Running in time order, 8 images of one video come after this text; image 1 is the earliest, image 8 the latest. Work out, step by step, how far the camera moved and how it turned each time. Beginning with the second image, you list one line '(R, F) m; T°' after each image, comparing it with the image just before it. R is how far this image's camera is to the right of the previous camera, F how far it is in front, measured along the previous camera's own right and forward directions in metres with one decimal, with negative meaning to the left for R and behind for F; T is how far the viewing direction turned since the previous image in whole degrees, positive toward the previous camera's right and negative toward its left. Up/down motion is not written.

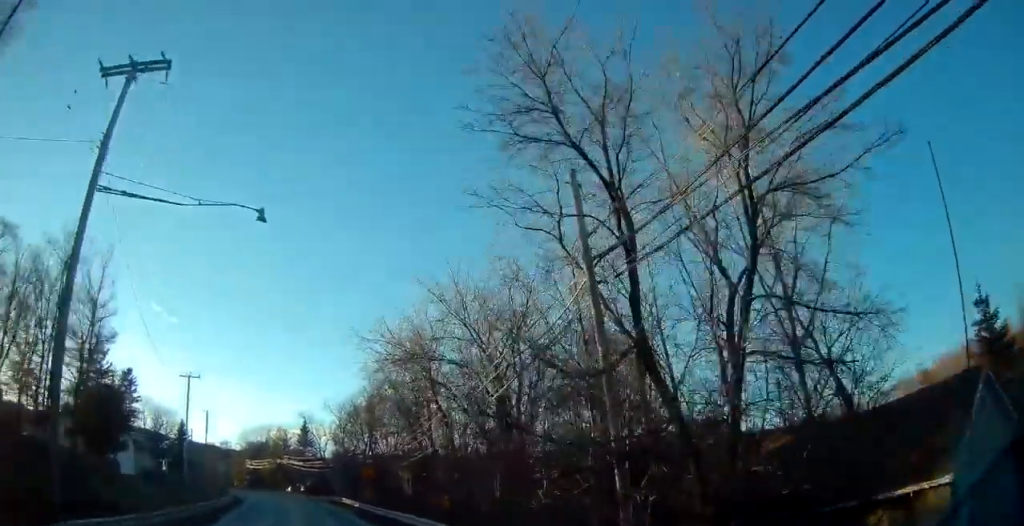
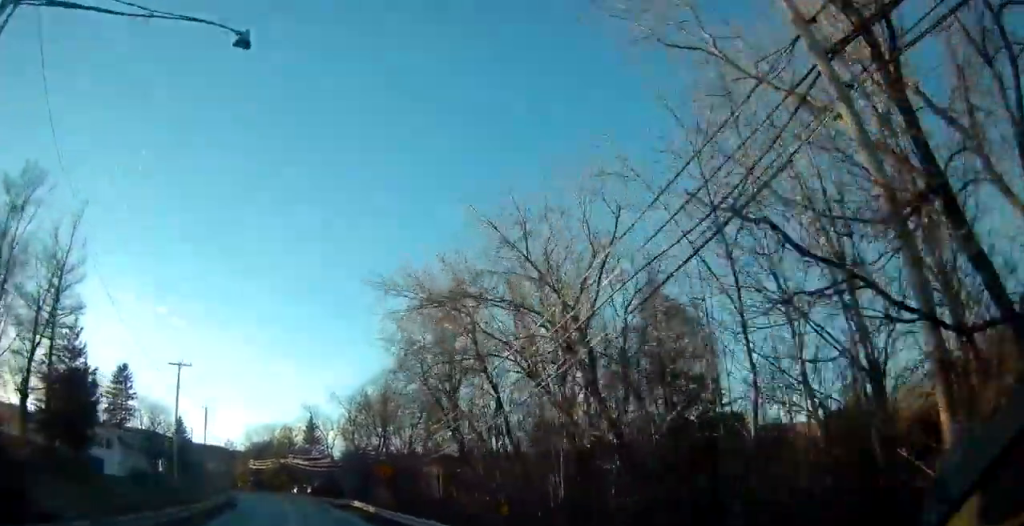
(0.0, +7.2) m; 0°
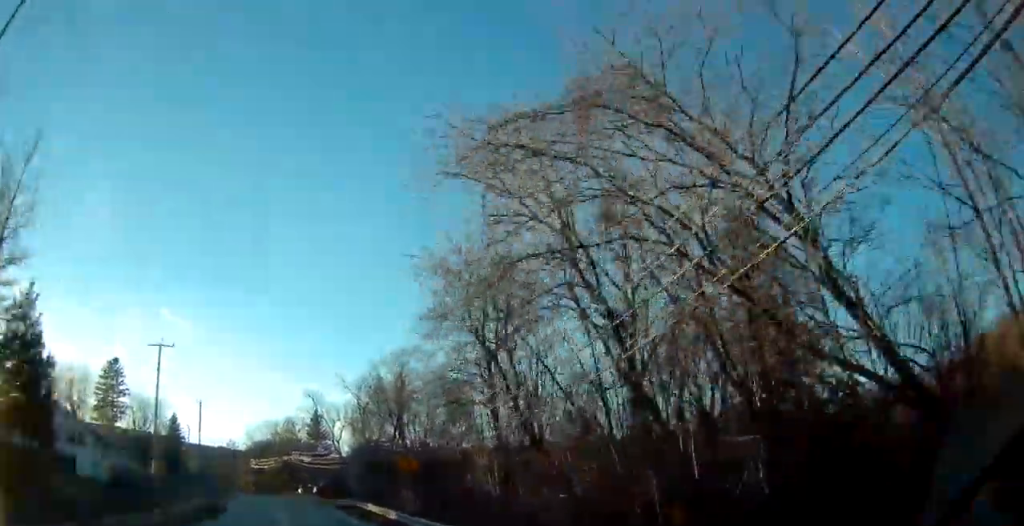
(0.0, +7.8) m; -1°
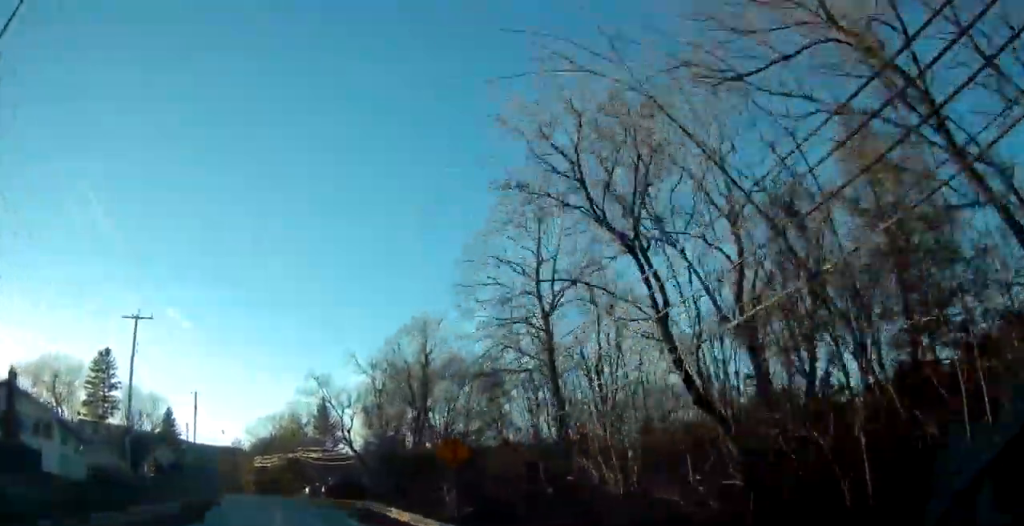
(0.0, +7.8) m; -2°
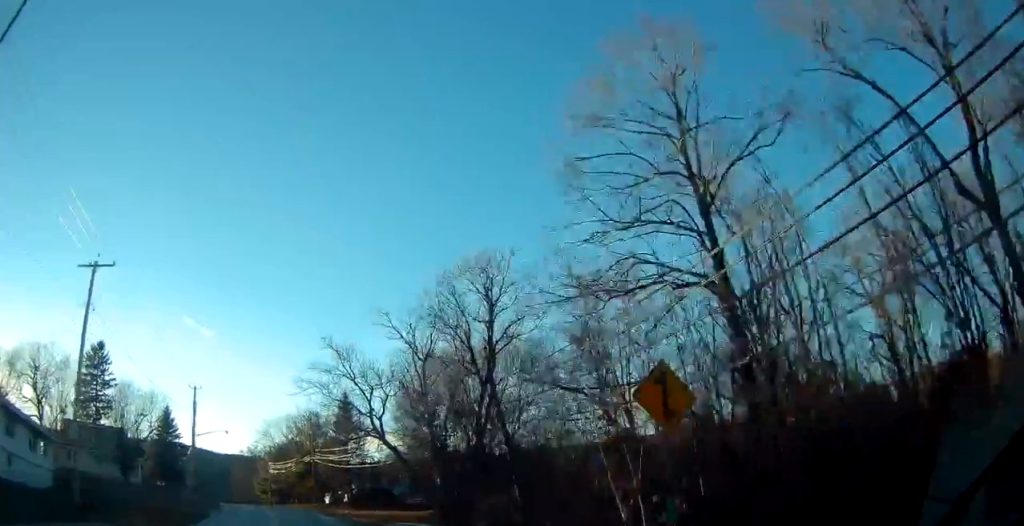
(-0.5, +11.3) m; -3°
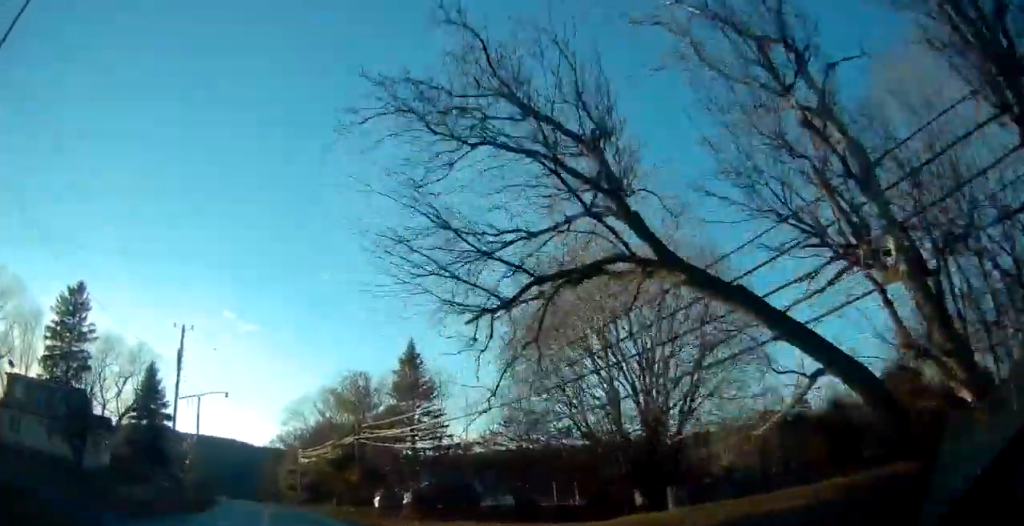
(-0.8, +21.9) m; -2°
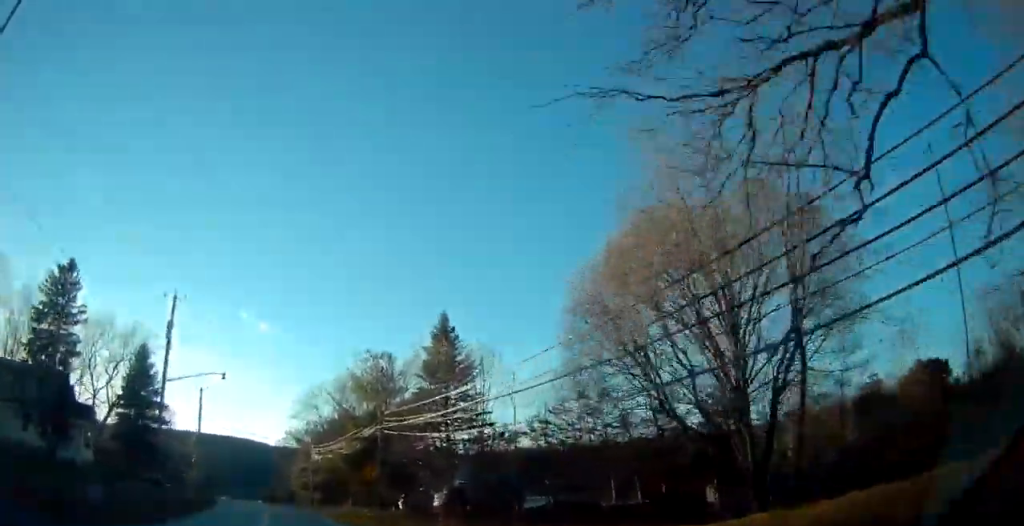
(0.0, +6.9) m; 0°
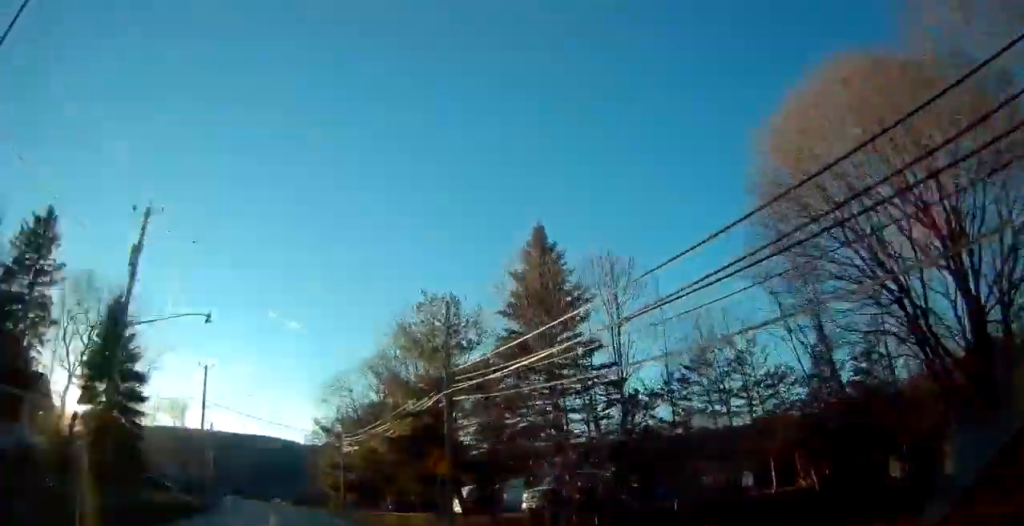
(0.0, +12.0) m; 0°
